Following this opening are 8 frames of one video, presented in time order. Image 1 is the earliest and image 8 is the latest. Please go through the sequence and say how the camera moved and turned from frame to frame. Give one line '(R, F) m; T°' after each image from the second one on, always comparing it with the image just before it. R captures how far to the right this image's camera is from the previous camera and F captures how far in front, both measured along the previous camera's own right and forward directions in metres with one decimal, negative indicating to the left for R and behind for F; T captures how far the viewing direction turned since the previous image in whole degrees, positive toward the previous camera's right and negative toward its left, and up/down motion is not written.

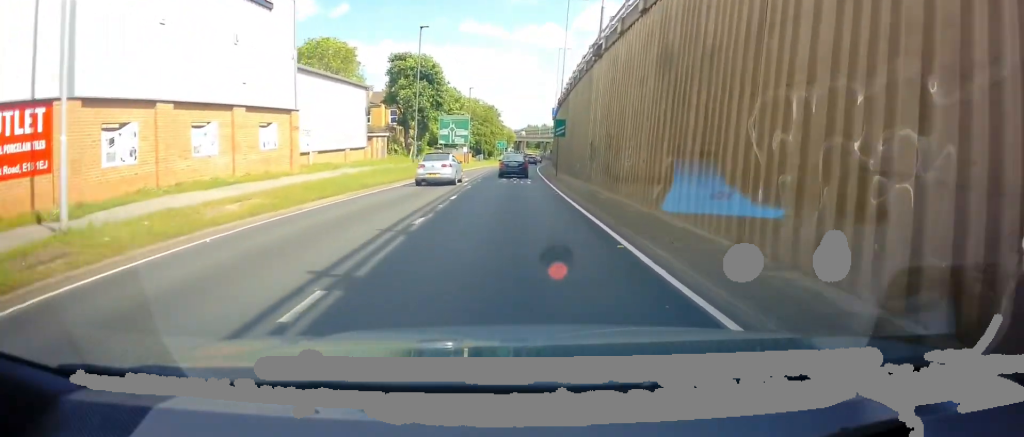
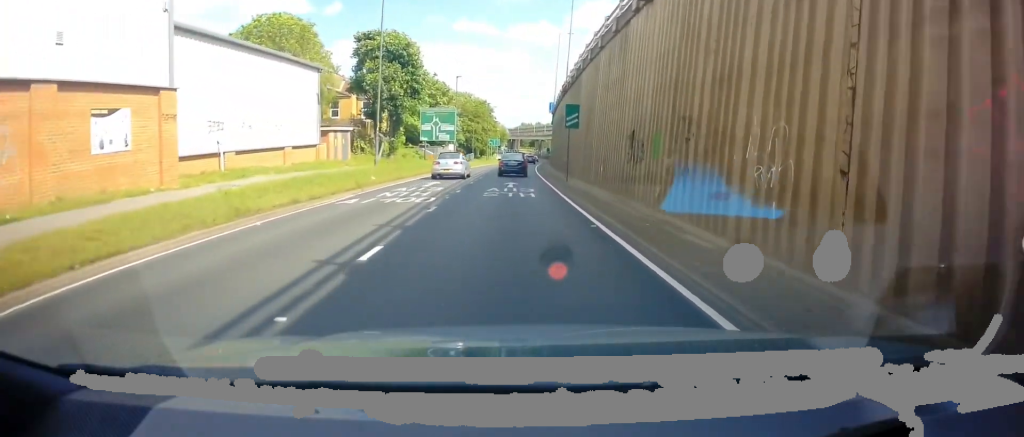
(+0.1, +9.7) m; +1°
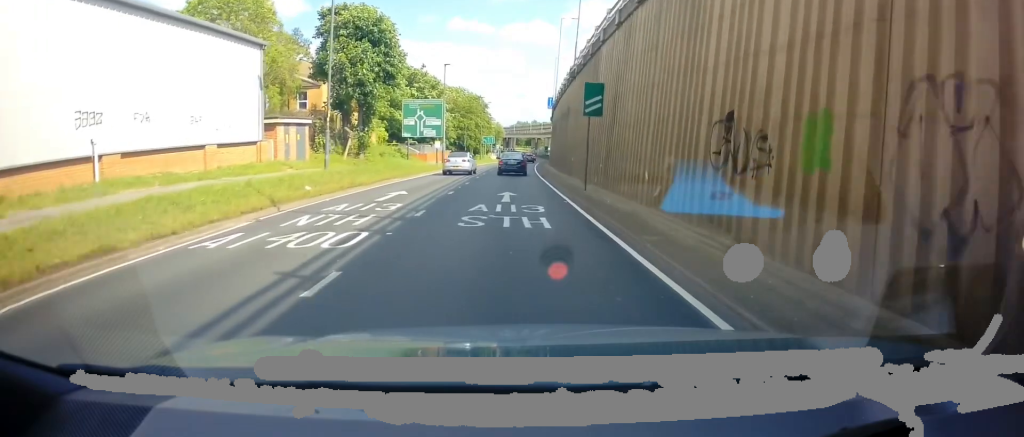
(0.0, +7.7) m; +1°
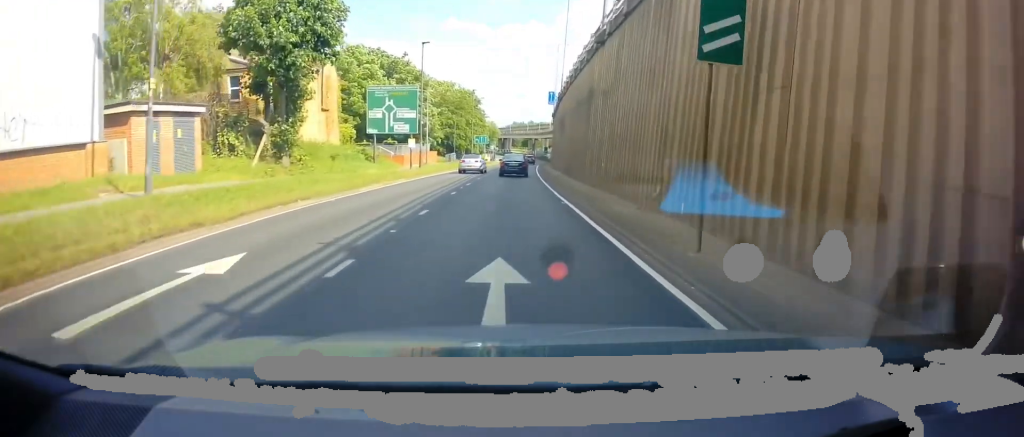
(+0.2, +12.0) m; +1°
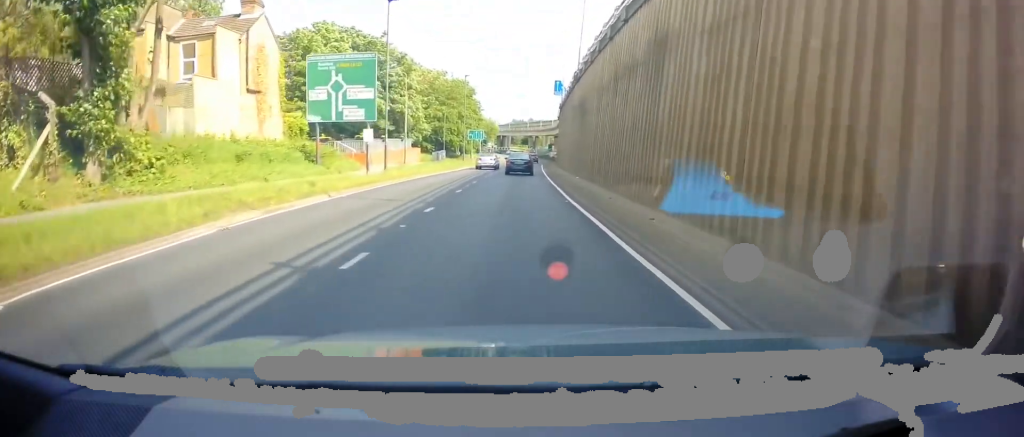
(0.0, +12.6) m; +1°
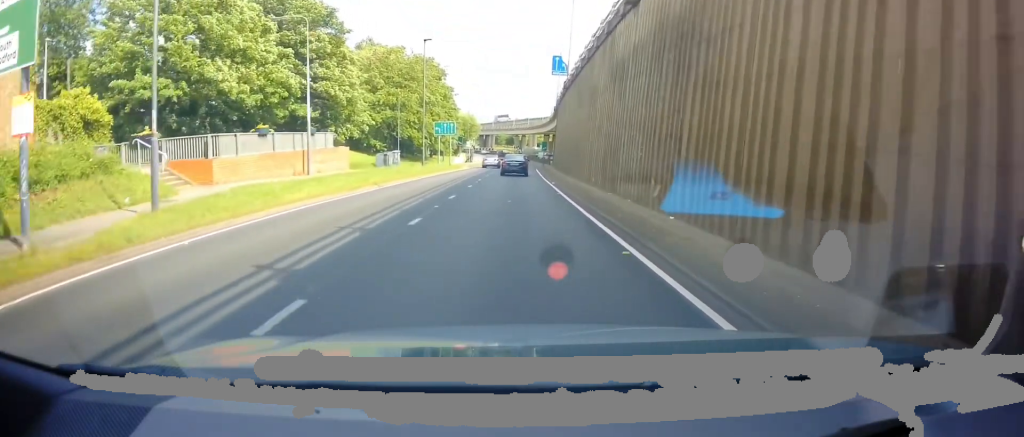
(+0.2, +21.3) m; 0°
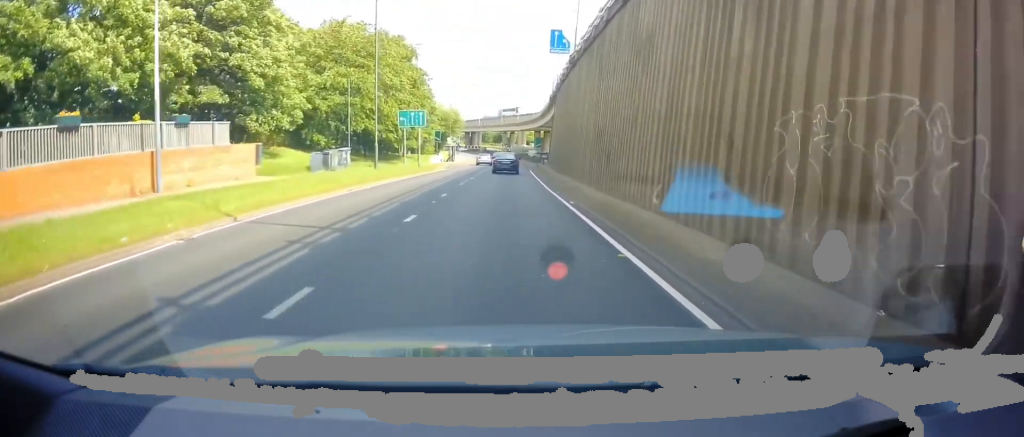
(-0.1, +12.4) m; +1°
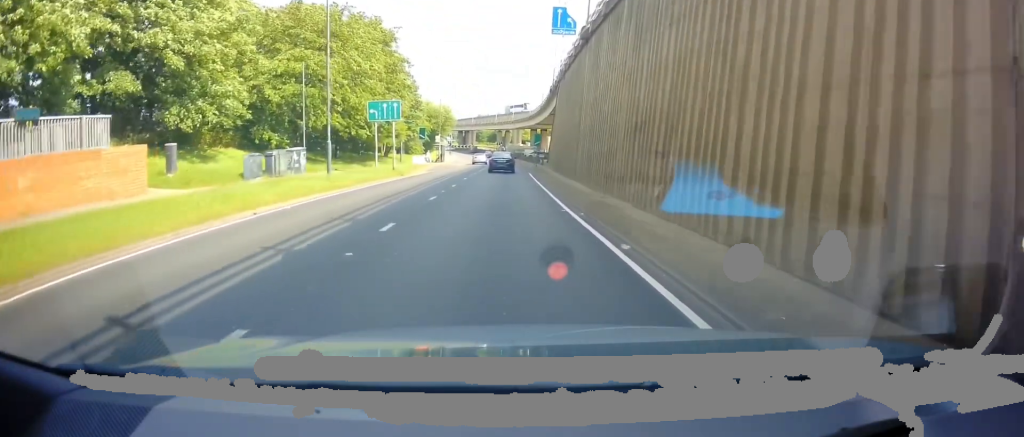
(+0.2, +7.7) m; +1°
